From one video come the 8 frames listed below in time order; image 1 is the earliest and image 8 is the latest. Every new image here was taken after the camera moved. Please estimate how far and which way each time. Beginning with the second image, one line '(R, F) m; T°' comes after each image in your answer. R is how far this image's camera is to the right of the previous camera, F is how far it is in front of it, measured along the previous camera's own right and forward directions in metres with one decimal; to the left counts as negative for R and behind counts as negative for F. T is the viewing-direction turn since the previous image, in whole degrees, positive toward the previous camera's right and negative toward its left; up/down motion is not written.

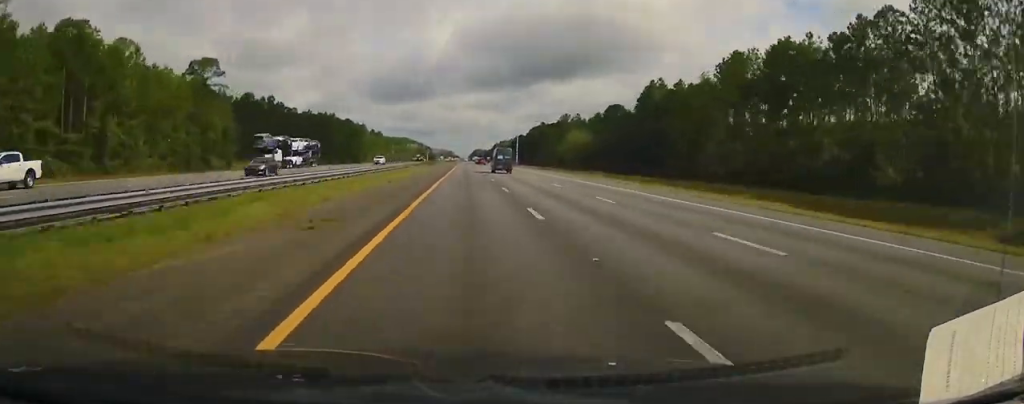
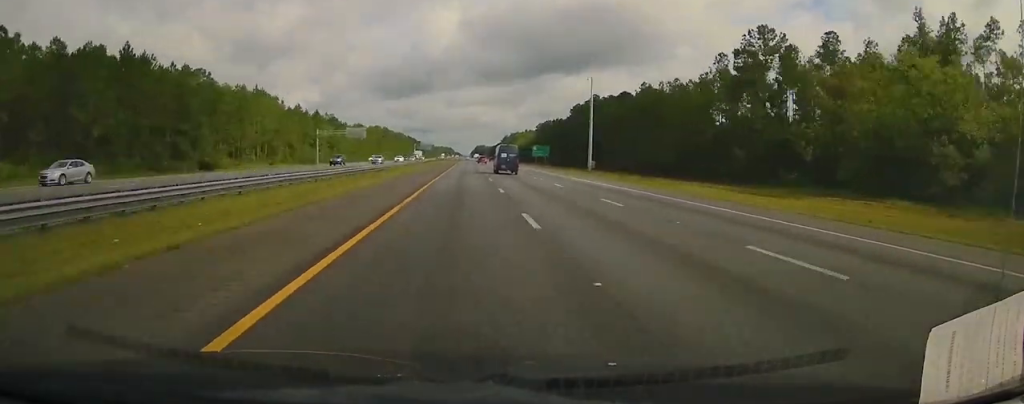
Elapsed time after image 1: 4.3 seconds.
(-0.6, +151.7) m; 0°
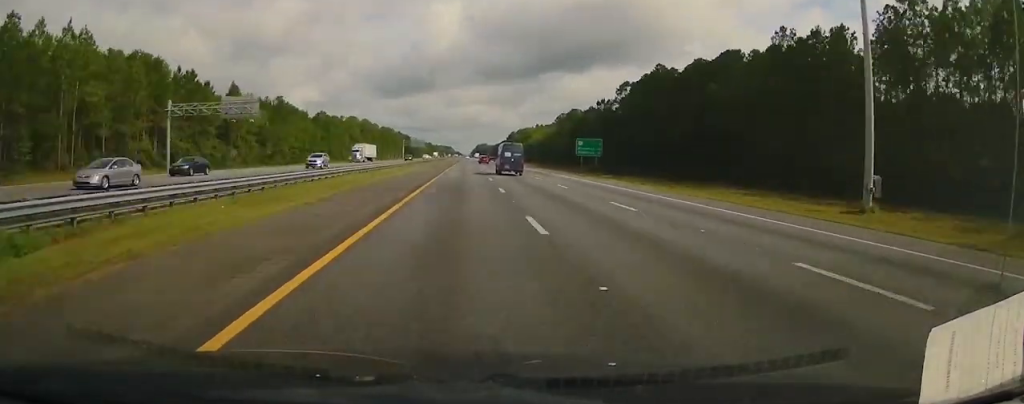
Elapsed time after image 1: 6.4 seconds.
(0.0, +80.3) m; 0°
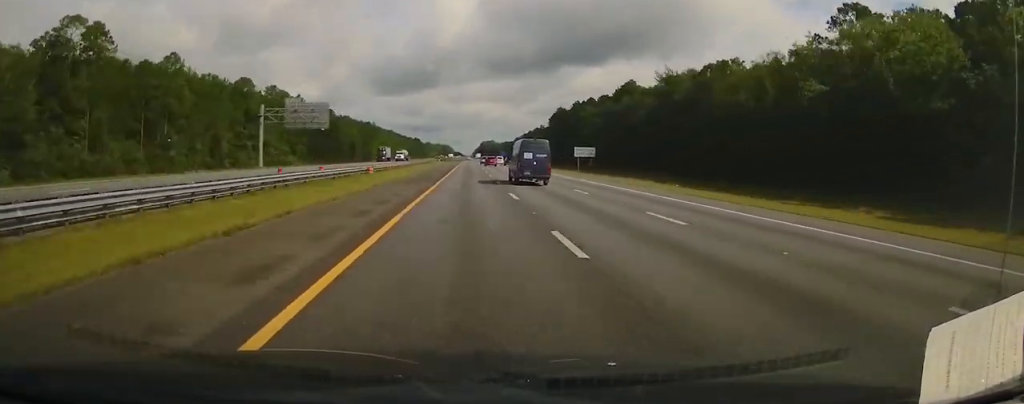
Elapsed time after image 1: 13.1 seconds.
(+0.9, +233.3) m; 0°
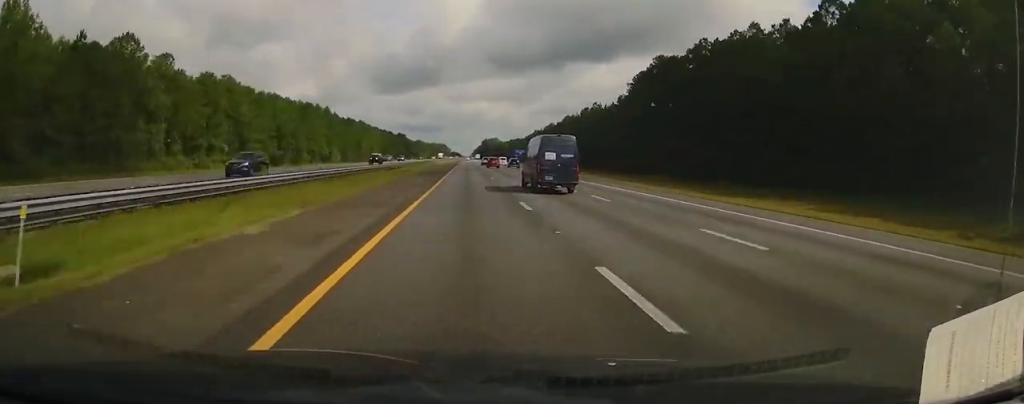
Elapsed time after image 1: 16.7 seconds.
(-0.3, +123.2) m; 0°
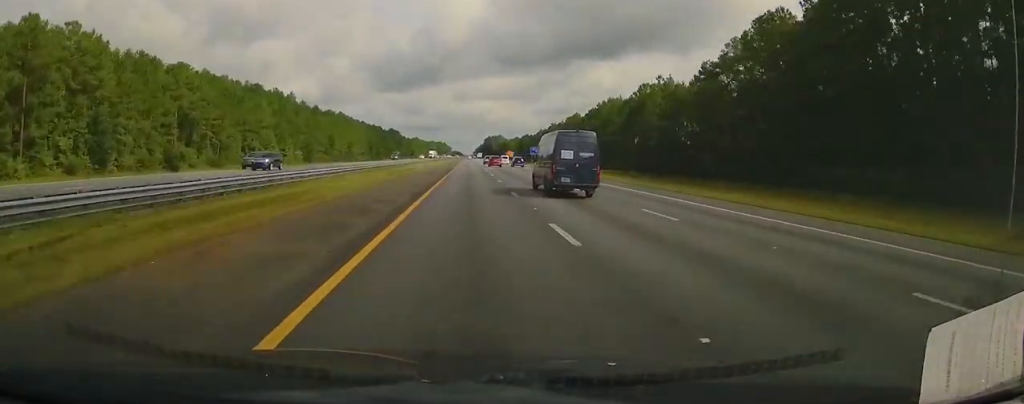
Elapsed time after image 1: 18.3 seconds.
(0.0, +55.8) m; 0°
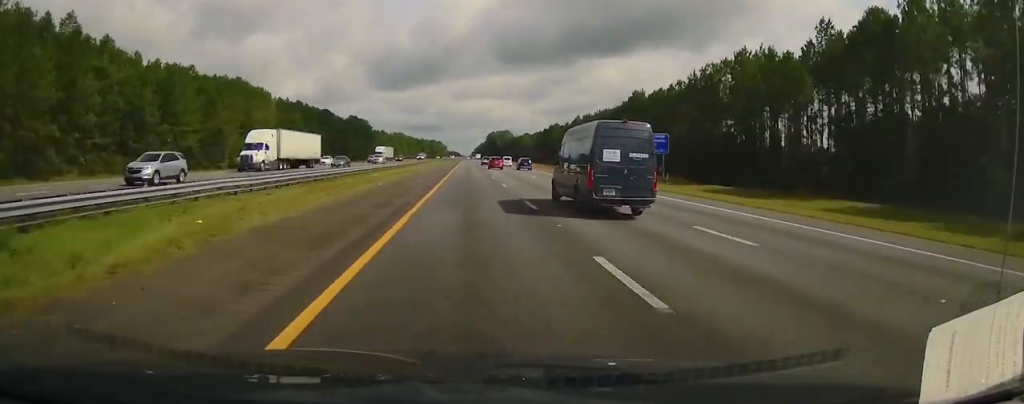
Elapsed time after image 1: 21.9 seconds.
(0.0, +126.6) m; 0°
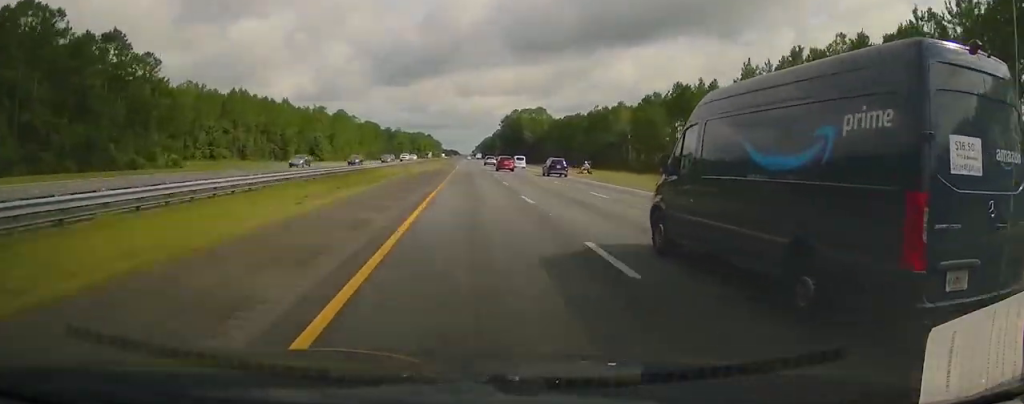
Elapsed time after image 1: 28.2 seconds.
(-0.1, +218.4) m; 0°
